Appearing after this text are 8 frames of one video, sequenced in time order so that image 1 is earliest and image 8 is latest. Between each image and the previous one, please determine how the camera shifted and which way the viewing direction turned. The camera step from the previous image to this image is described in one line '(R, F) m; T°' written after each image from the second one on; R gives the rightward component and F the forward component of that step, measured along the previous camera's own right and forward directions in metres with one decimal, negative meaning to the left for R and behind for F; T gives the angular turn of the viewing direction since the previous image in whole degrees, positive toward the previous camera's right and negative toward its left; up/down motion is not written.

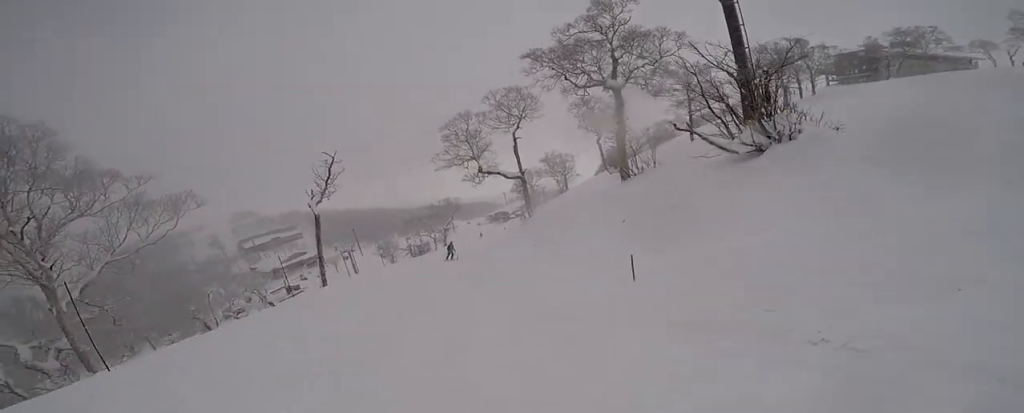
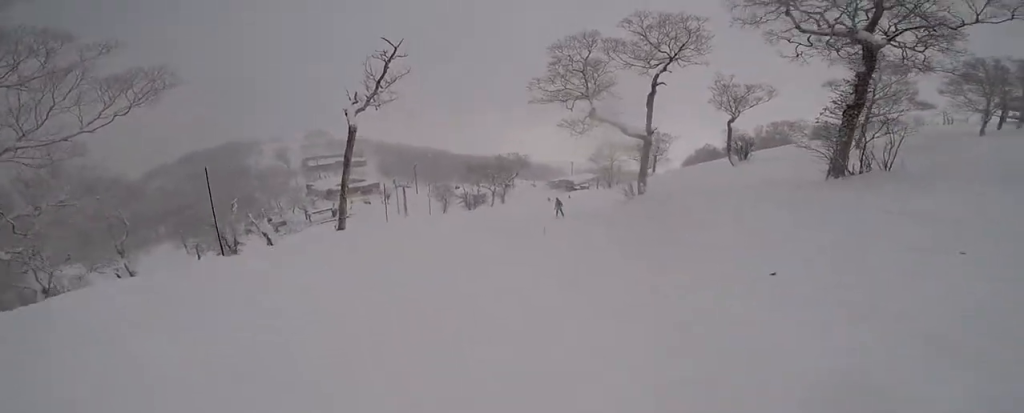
(-2.4, +9.5) m; -14°
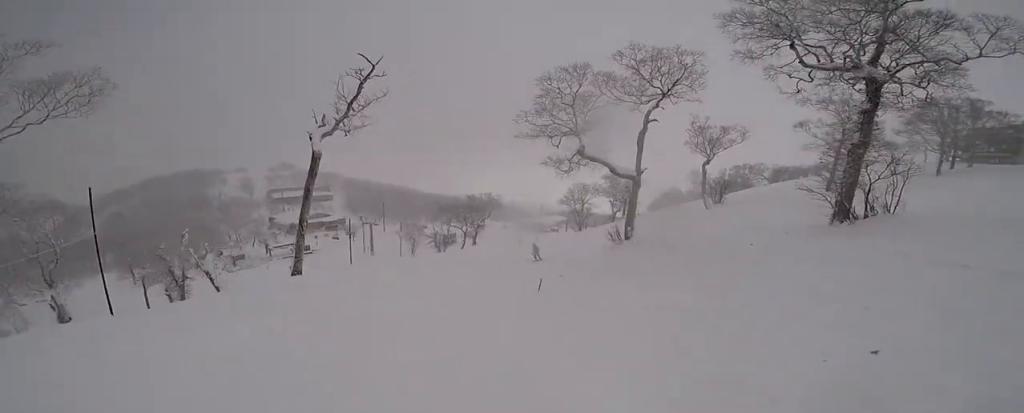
(-0.1, +2.3) m; +2°
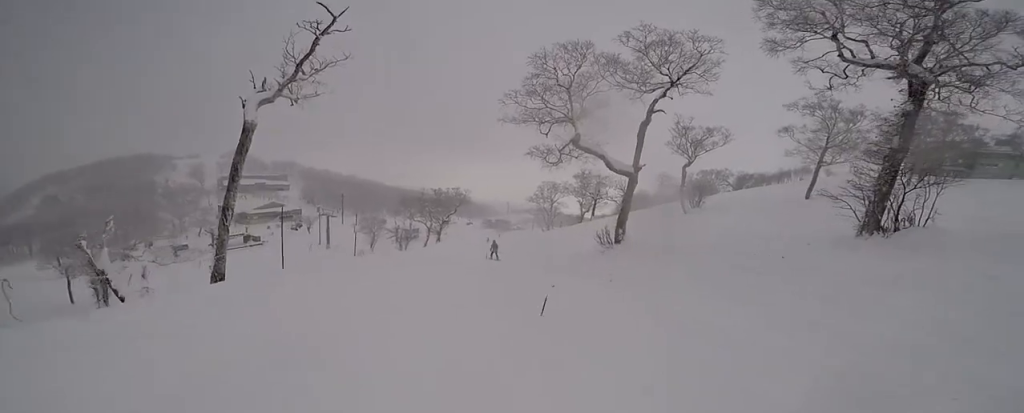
(+0.2, +3.3) m; +8°
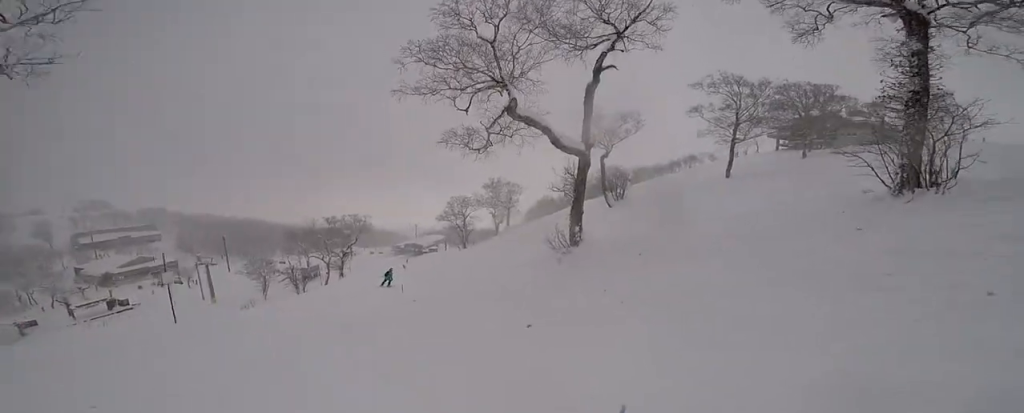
(+0.7, +5.7) m; +12°
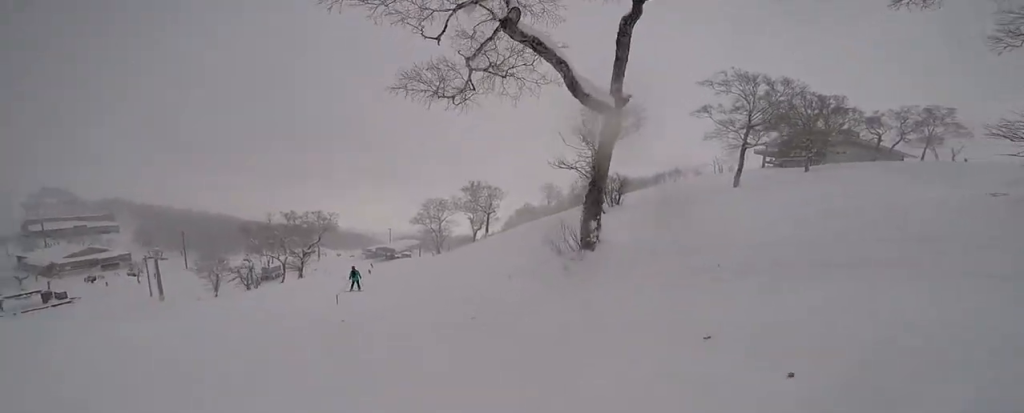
(+0.6, +5.1) m; +3°
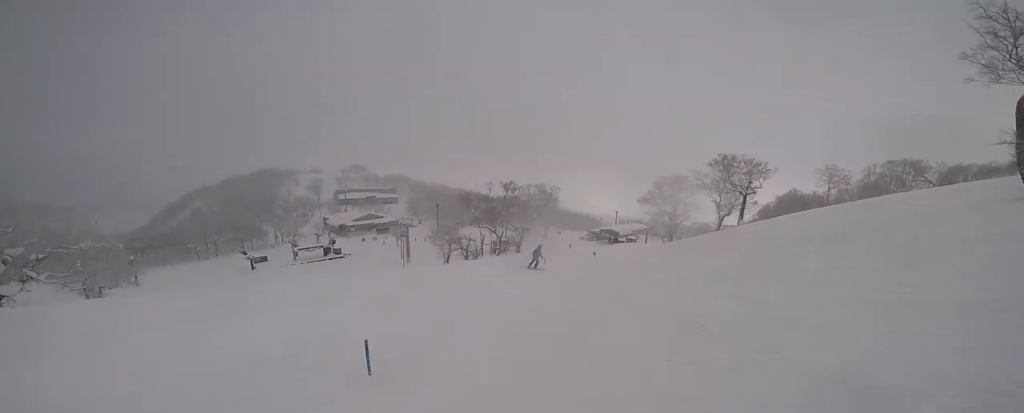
(-2.3, +12.1) m; -21°
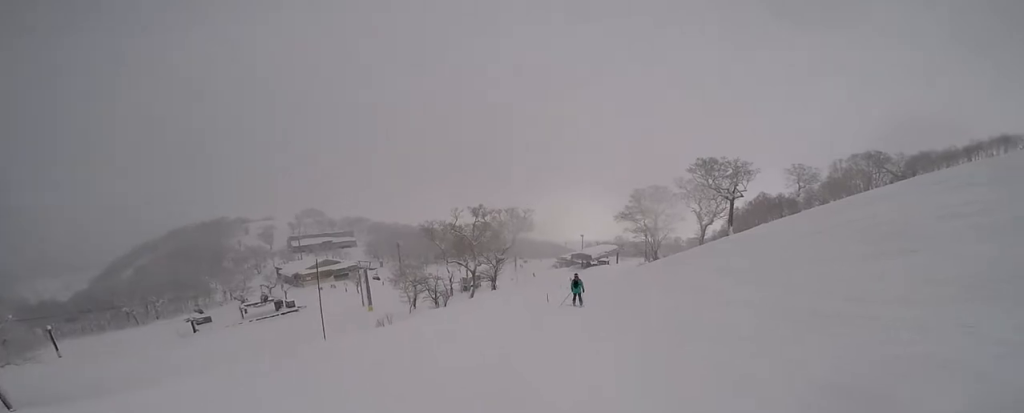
(-0.6, +7.8) m; -11°
